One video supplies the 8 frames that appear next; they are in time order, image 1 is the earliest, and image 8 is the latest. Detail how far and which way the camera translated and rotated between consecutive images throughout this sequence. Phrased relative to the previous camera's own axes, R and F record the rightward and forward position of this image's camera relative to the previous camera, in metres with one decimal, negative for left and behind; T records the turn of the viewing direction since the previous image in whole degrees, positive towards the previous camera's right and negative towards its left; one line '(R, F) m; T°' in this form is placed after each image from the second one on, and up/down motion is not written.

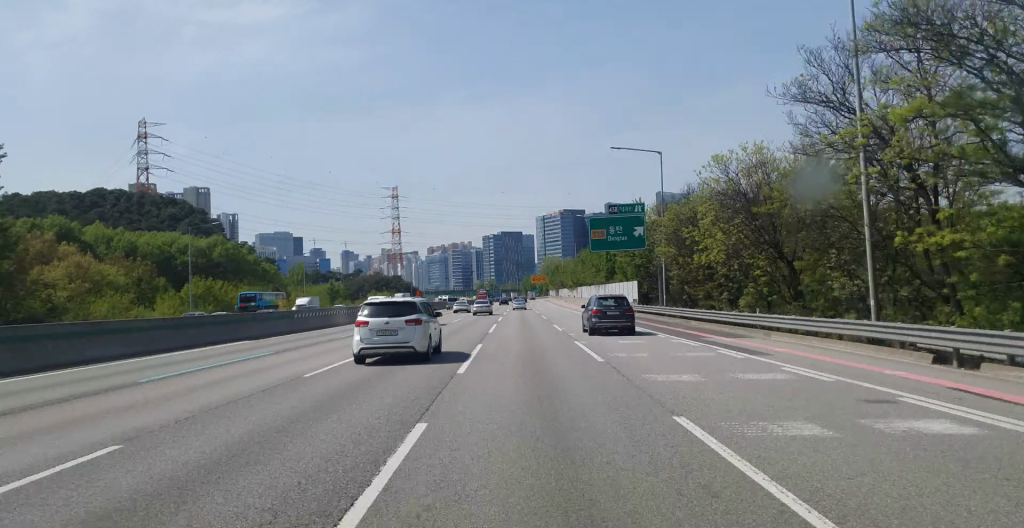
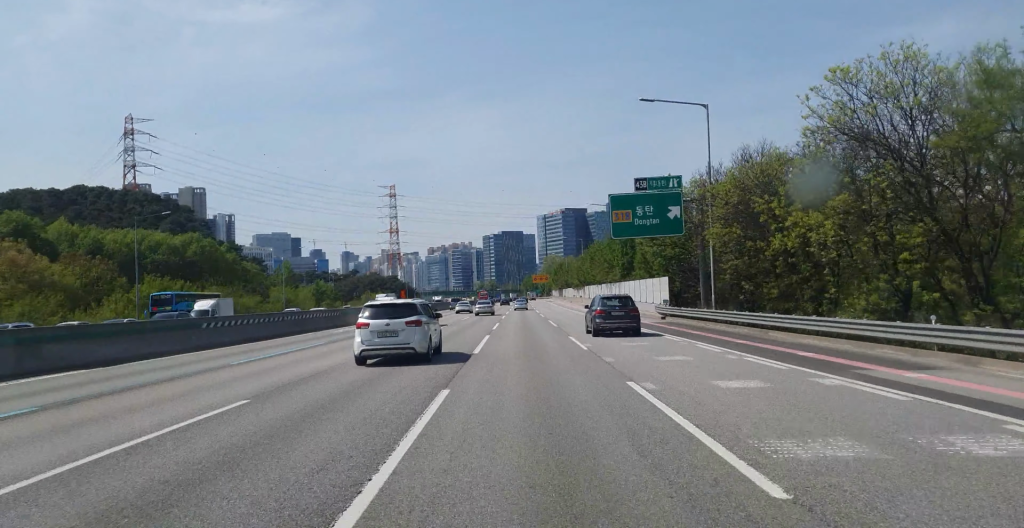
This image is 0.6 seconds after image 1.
(0.0, +14.7) m; 0°
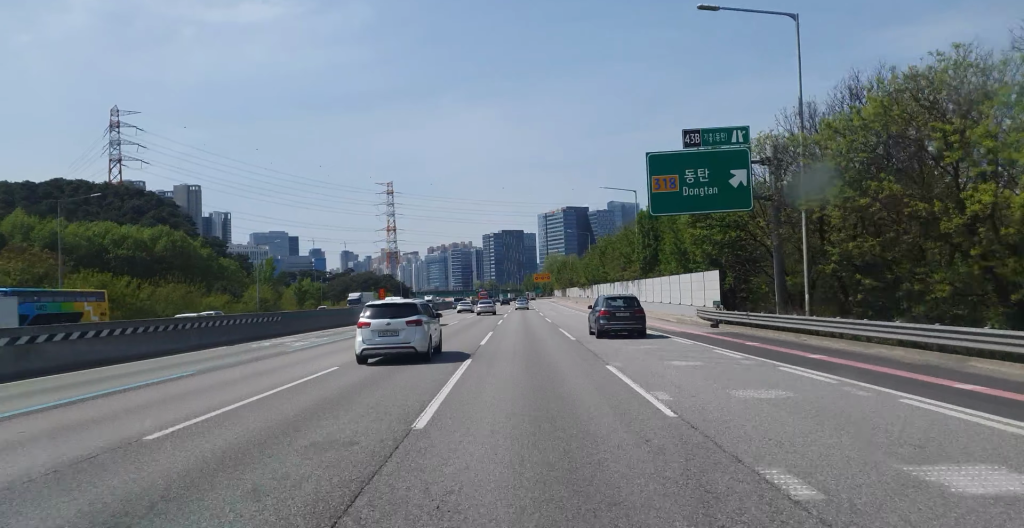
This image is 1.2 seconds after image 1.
(0.0, +14.0) m; 0°
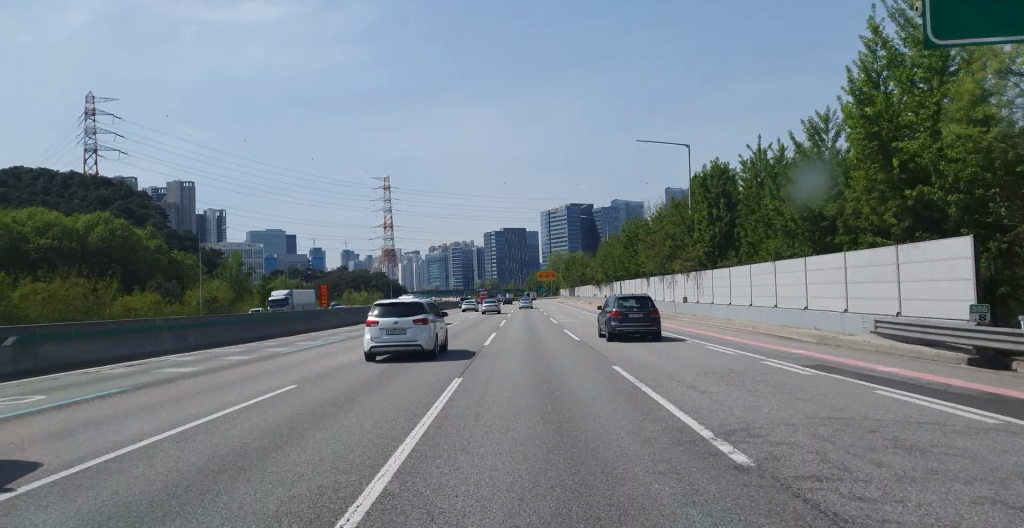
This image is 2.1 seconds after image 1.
(-0.1, +23.2) m; 0°
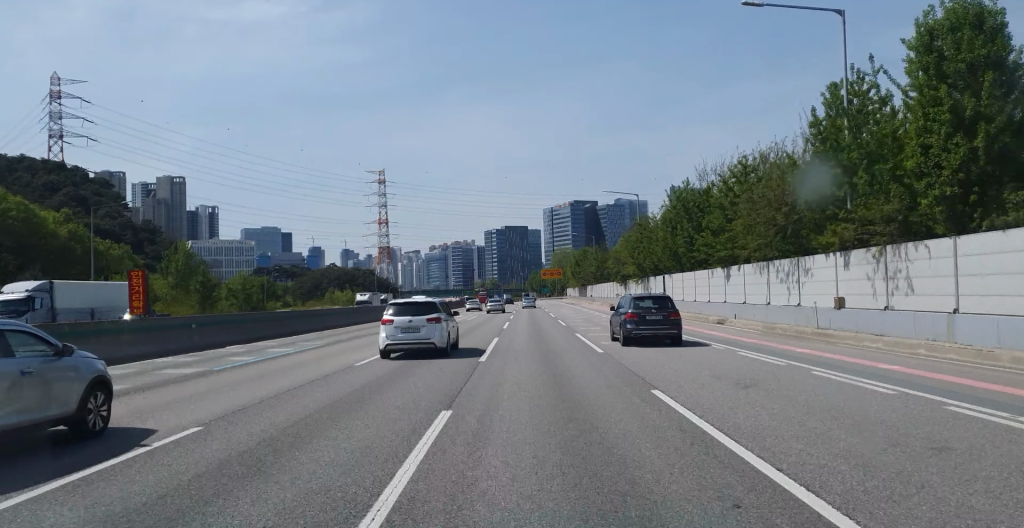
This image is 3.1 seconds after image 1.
(0.0, +25.9) m; 0°
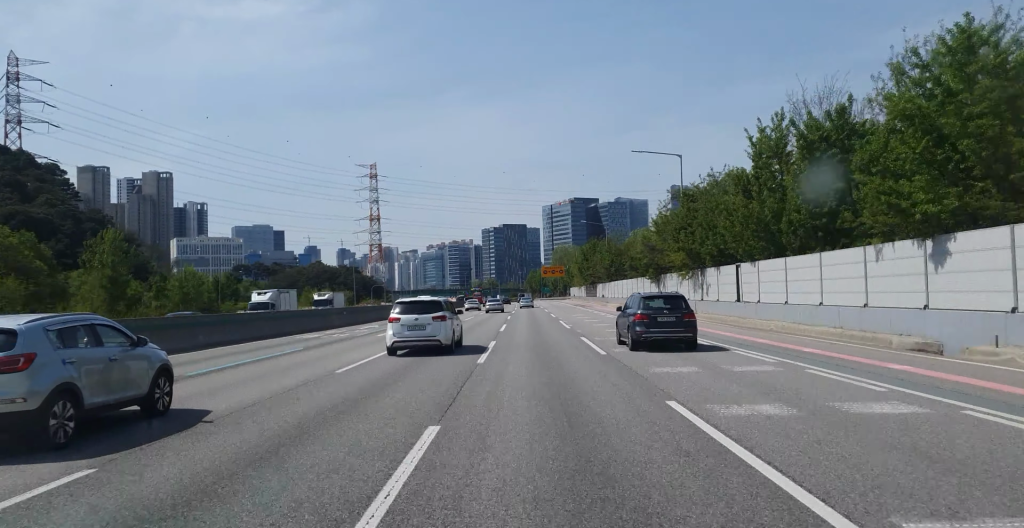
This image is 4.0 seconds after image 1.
(0.0, +21.9) m; 0°
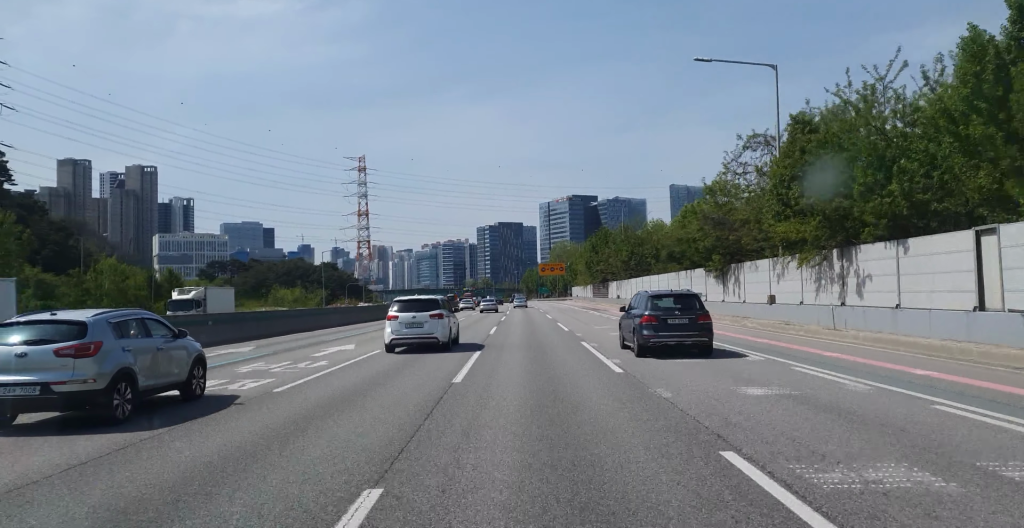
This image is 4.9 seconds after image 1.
(0.0, +23.0) m; 0°
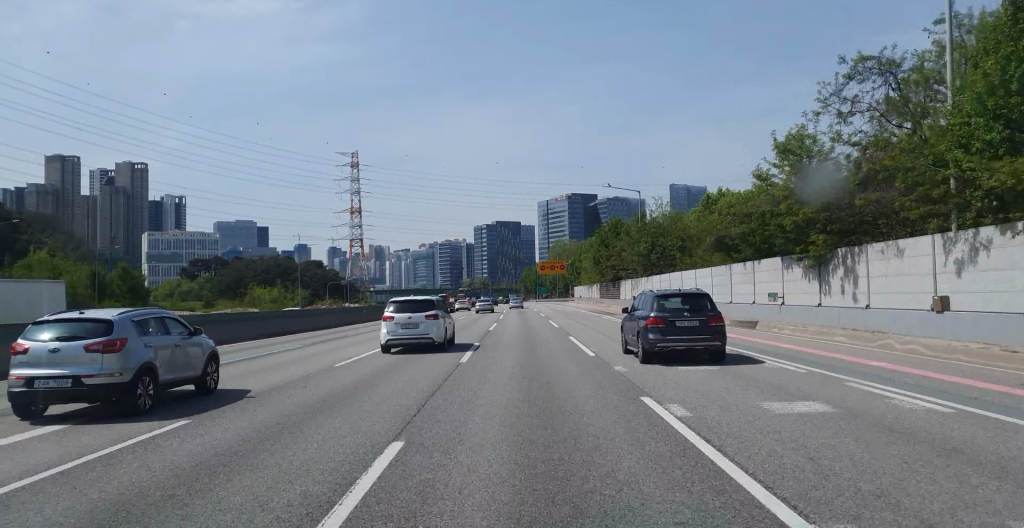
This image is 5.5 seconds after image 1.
(+0.2, +15.4) m; 0°
